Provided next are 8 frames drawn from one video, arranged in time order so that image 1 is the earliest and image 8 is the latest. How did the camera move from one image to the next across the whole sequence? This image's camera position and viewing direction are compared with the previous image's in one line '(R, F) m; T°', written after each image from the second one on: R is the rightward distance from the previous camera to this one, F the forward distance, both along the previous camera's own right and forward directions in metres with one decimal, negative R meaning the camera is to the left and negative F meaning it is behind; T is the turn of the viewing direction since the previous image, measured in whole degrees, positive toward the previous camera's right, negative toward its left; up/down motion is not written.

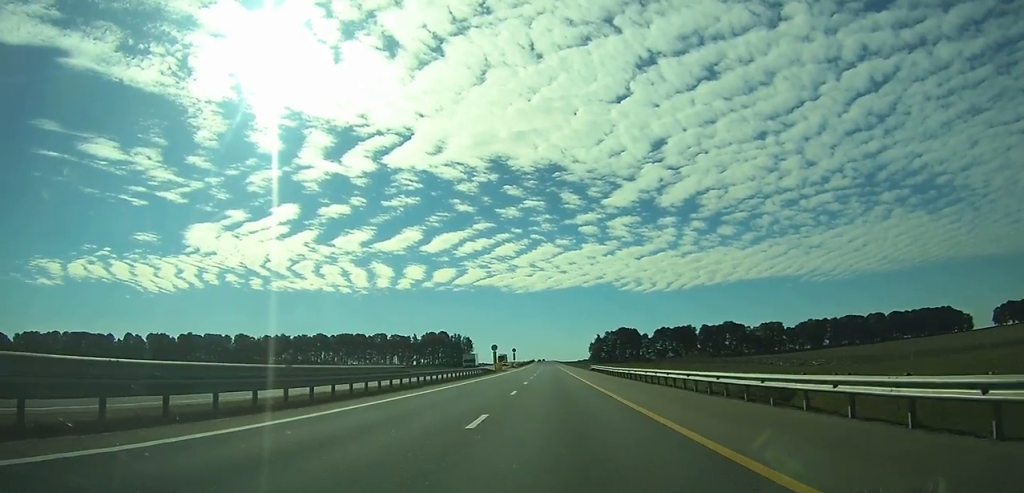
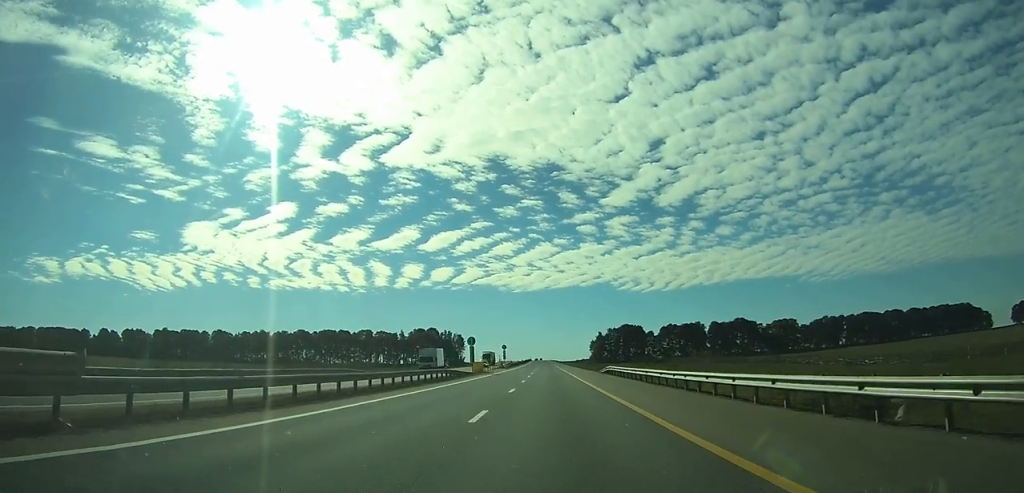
(-0.1, +22.1) m; 0°
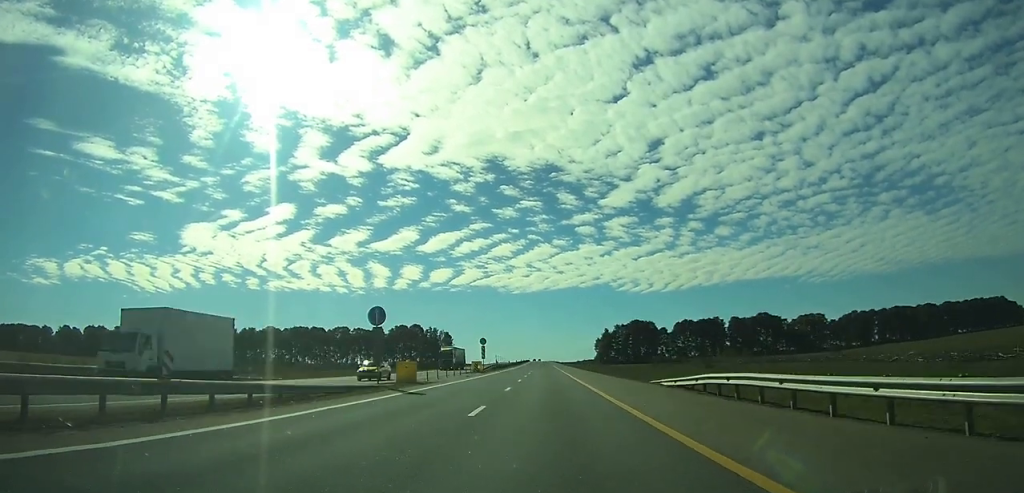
(0.0, +34.1) m; 0°
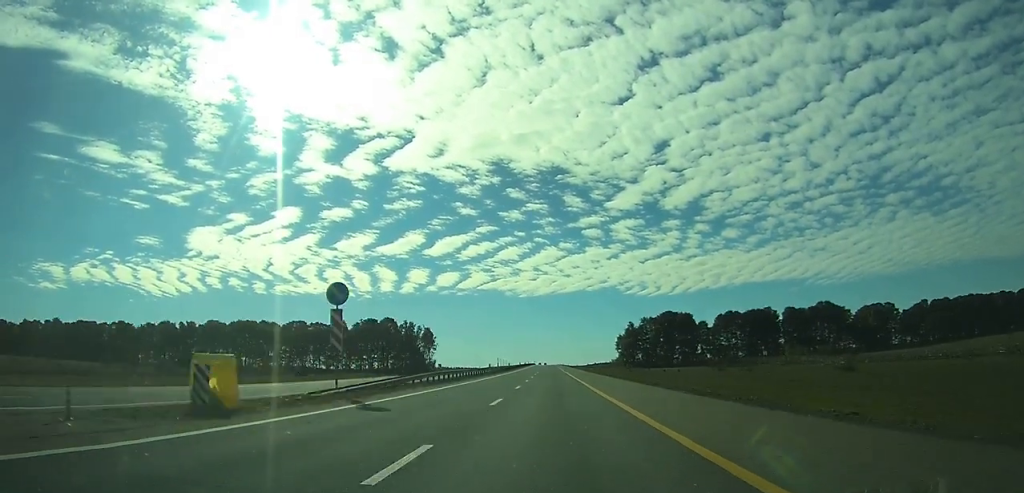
(+0.1, +58.5) m; 0°
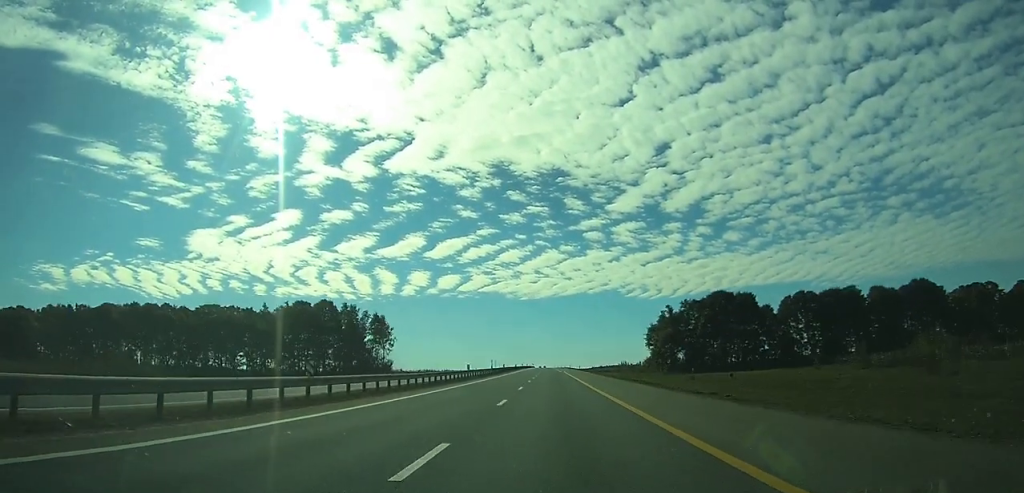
(-0.3, +62.7) m; 0°
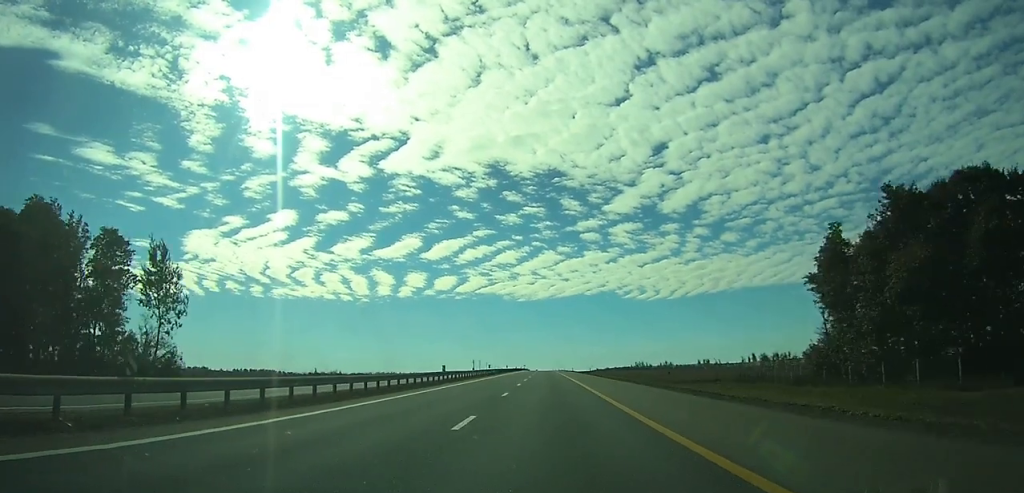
(-0.2, +92.9) m; 0°
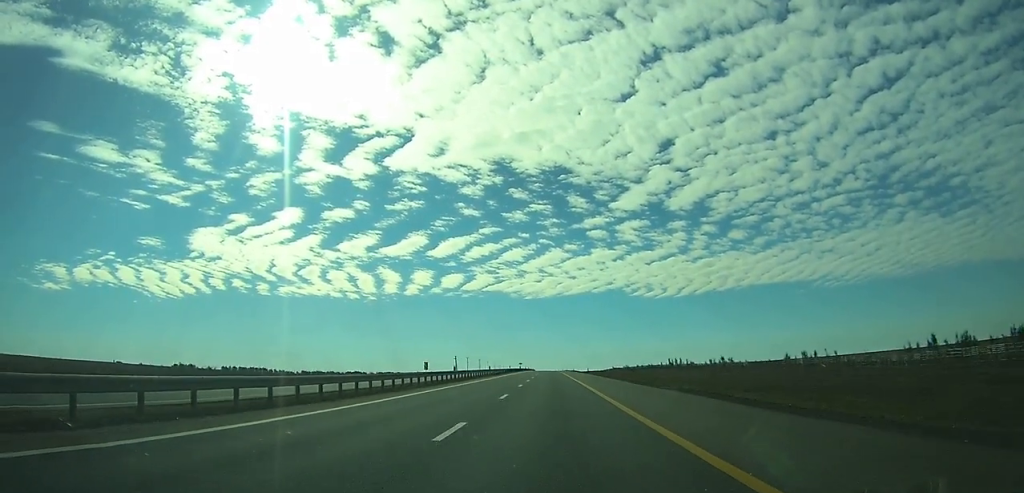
(-0.2, +85.5) m; 0°
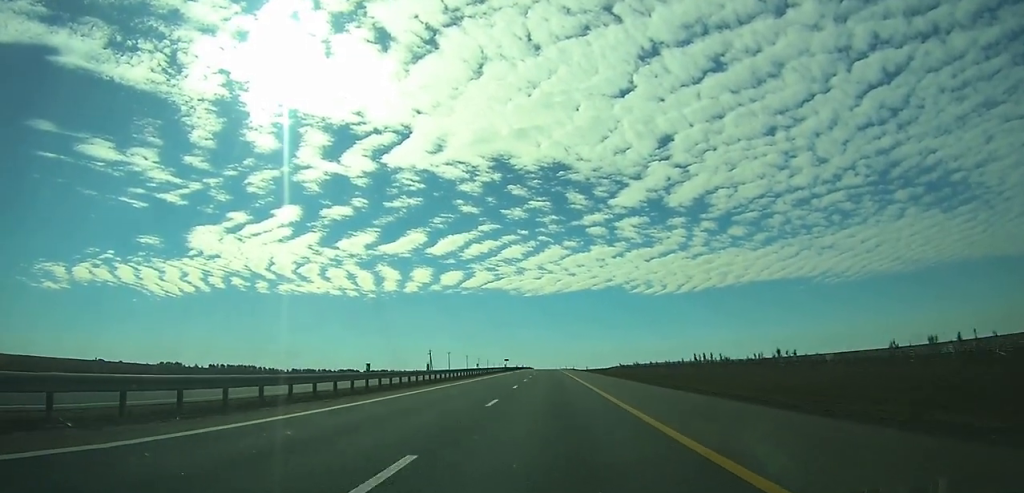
(-0.2, +52.3) m; 0°
